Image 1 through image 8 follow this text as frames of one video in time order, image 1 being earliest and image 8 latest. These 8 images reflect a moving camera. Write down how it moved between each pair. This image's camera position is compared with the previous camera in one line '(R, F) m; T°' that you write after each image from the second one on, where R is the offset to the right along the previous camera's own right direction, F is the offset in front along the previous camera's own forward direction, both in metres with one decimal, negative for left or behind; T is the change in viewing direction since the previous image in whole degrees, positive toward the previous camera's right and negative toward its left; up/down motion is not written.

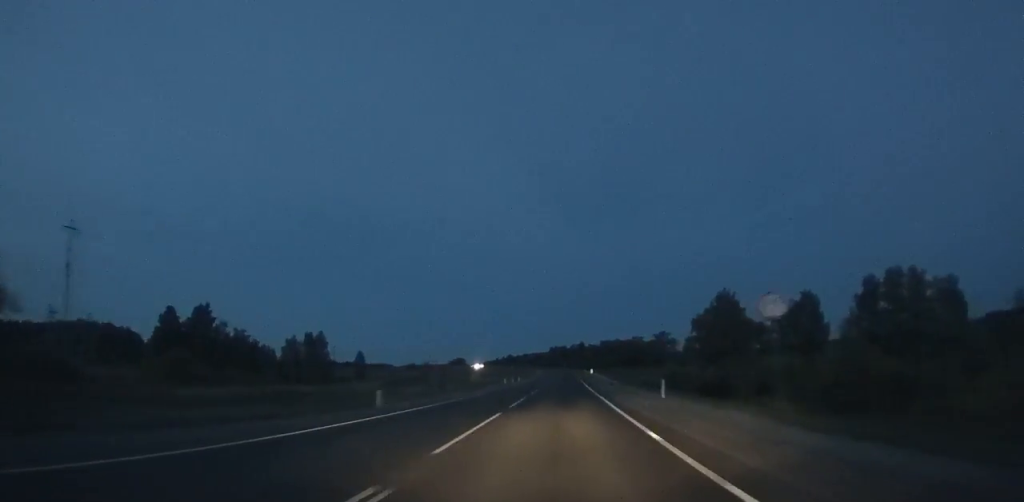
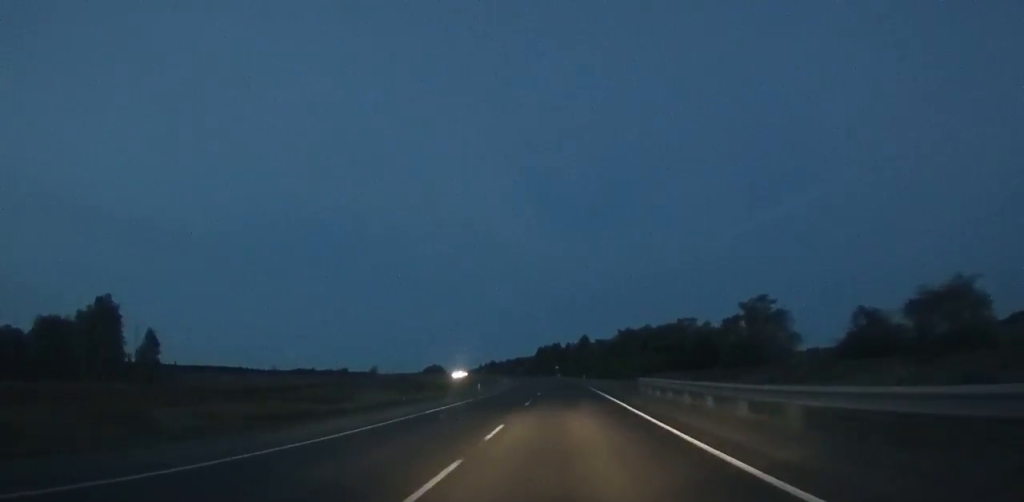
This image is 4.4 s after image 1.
(+3.1, +104.8) m; +2°
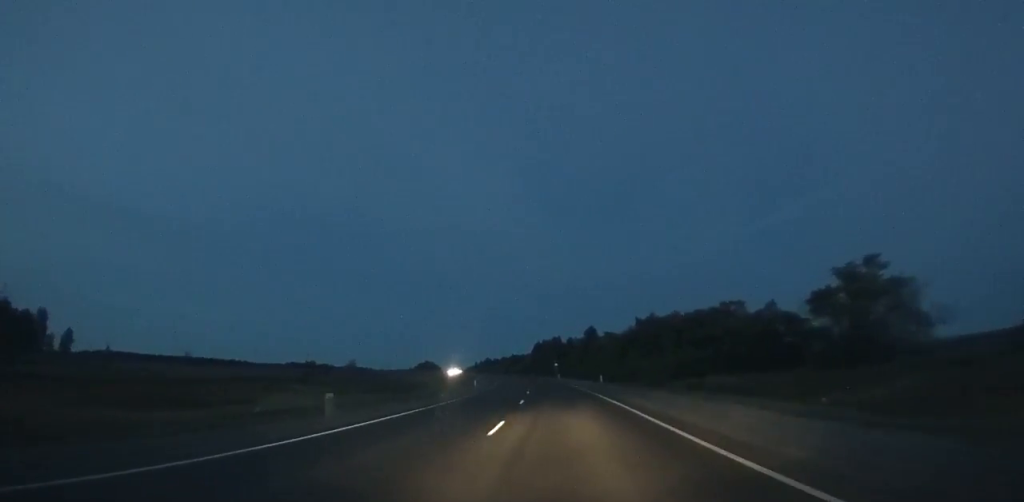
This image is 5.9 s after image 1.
(+0.2, +35.1) m; -1°
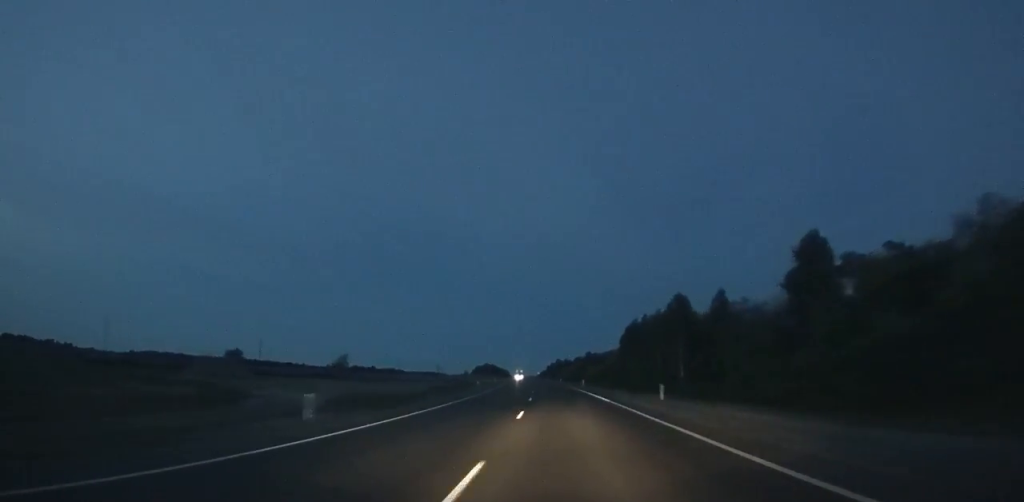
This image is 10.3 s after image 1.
(-3.4, +103.1) m; -5°
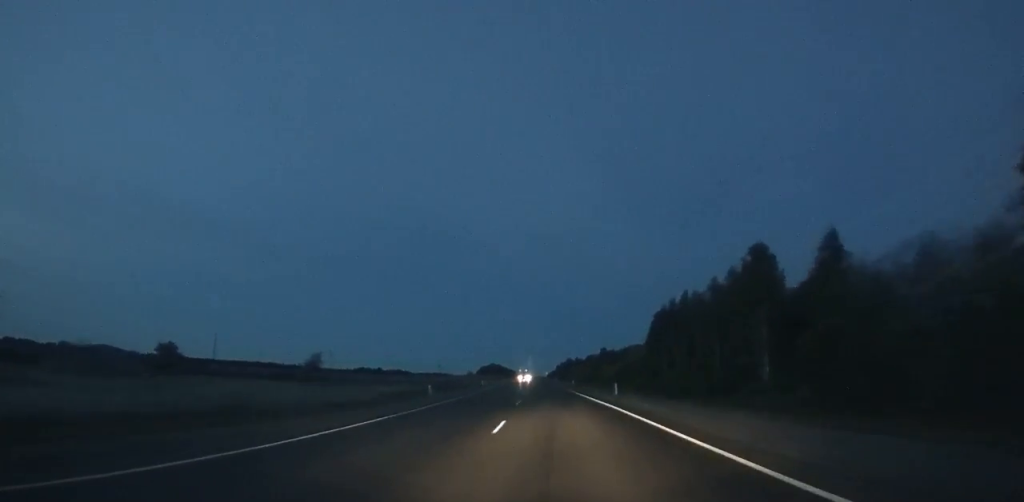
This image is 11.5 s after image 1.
(-1.0, +28.6) m; -2°
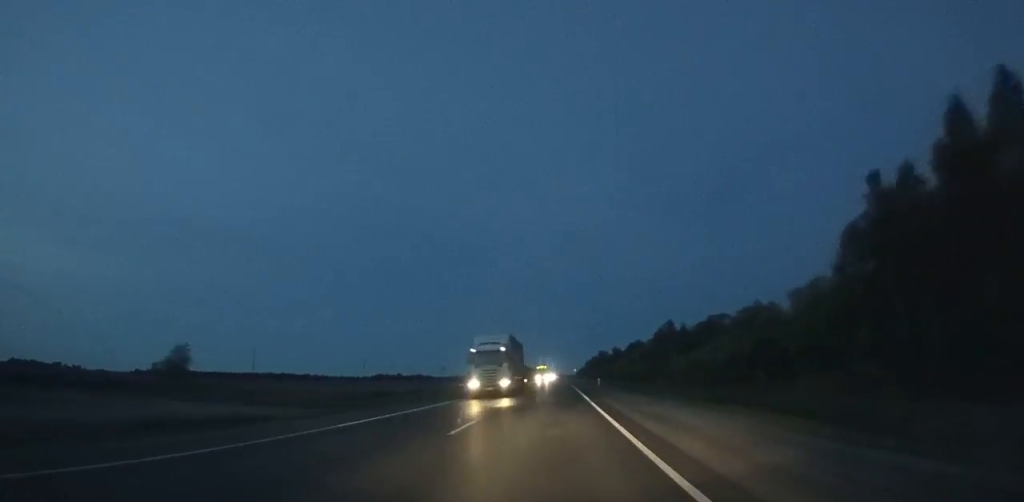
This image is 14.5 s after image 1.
(-2.5, +72.3) m; -3°
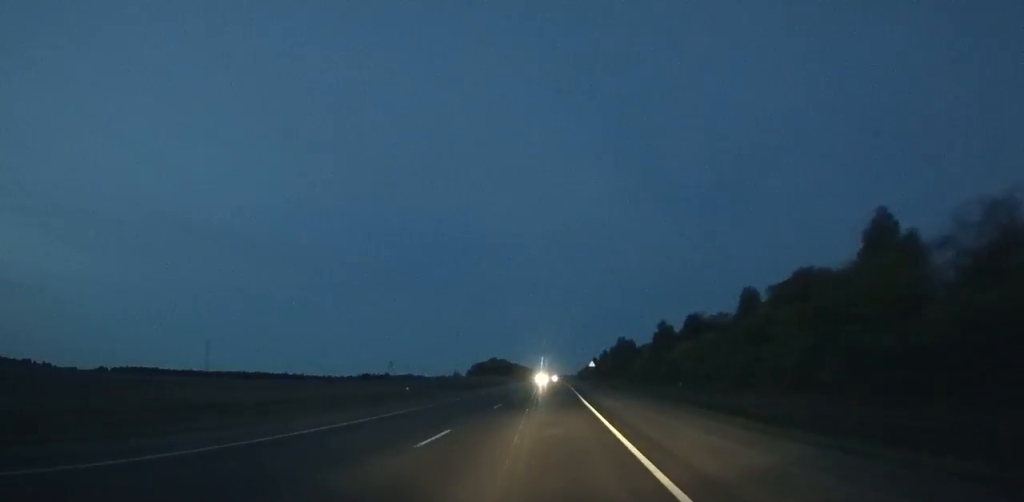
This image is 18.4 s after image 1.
(-1.6, +97.0) m; -1°
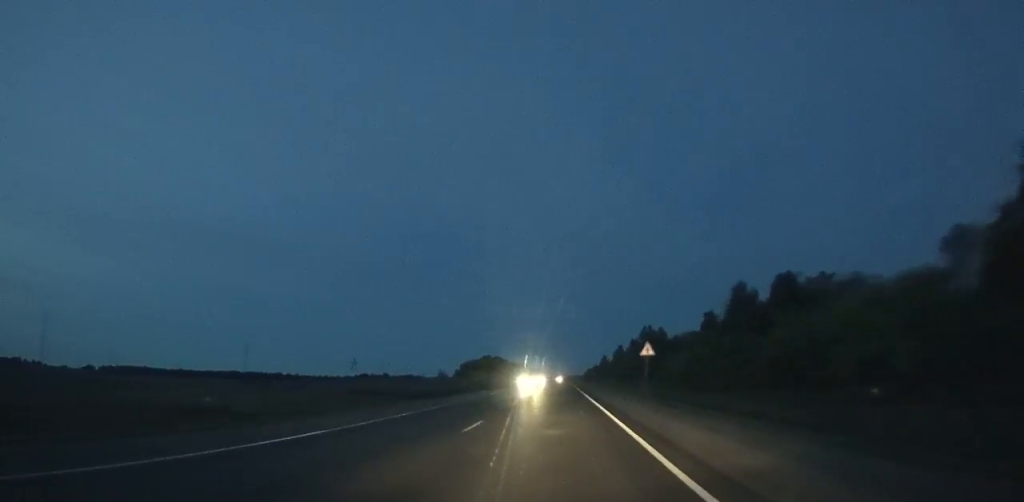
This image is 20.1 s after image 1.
(0.0, +43.6) m; 0°
